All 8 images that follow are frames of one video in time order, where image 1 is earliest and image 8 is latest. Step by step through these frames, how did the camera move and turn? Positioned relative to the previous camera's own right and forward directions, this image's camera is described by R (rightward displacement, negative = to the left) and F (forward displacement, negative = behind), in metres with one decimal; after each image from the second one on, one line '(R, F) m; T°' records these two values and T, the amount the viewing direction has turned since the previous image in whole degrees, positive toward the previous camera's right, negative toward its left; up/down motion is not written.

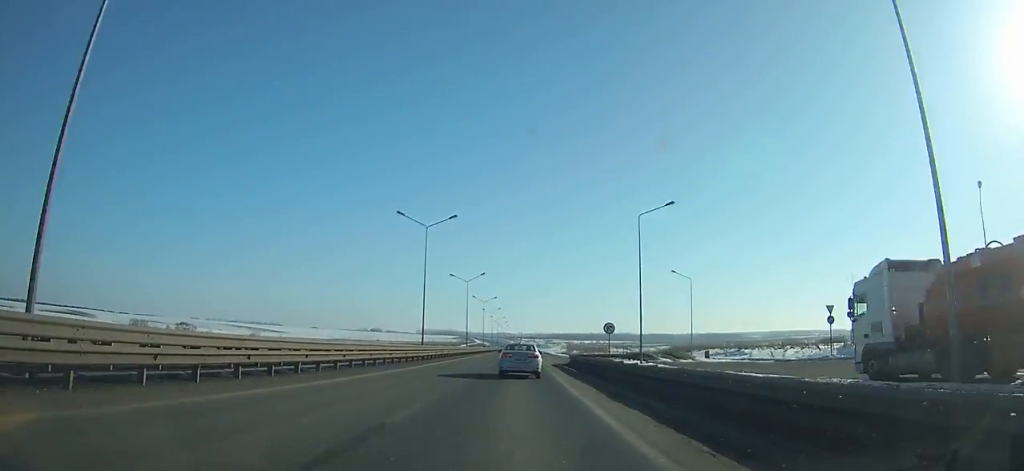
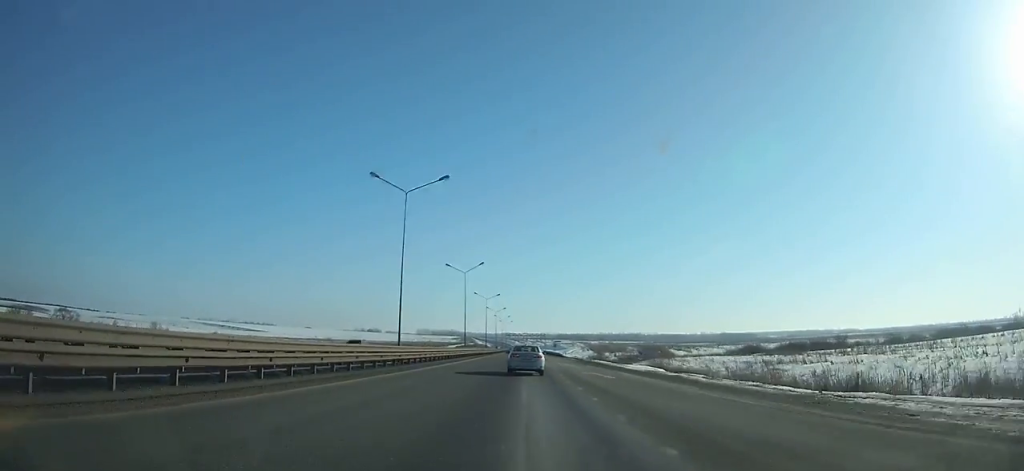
(+0.1, +91.4) m; 0°
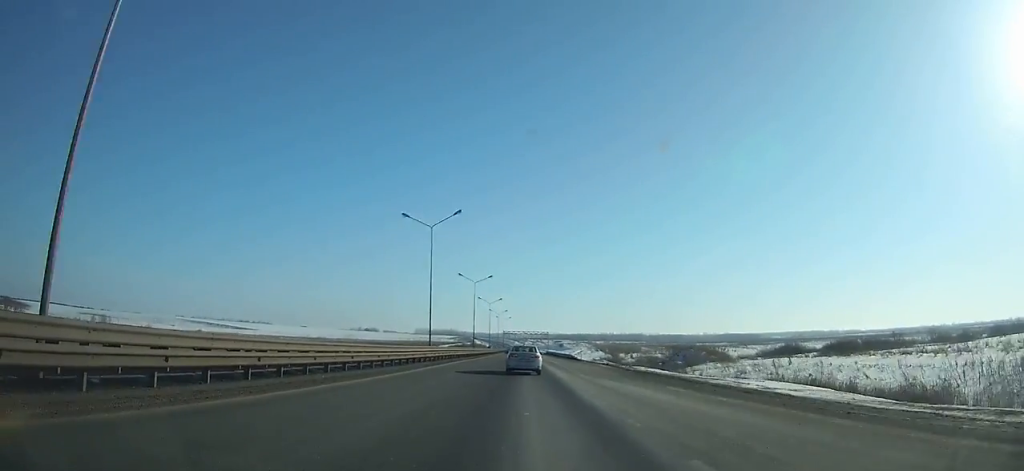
(0.0, +28.7) m; 0°
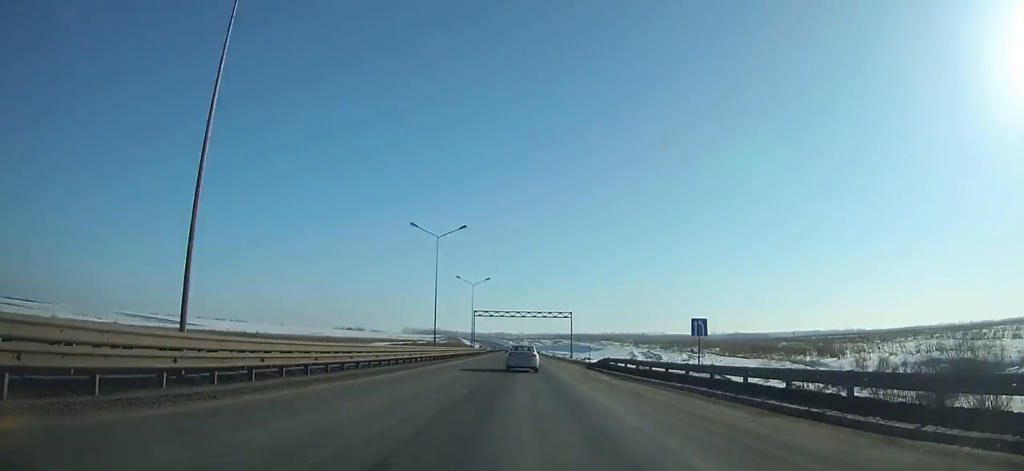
(+0.2, +114.2) m; 0°
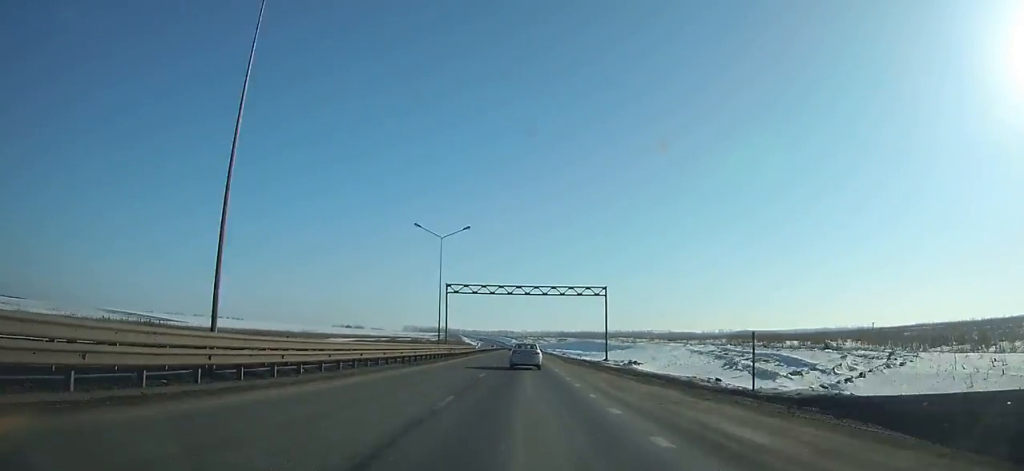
(0.0, +38.3) m; 0°
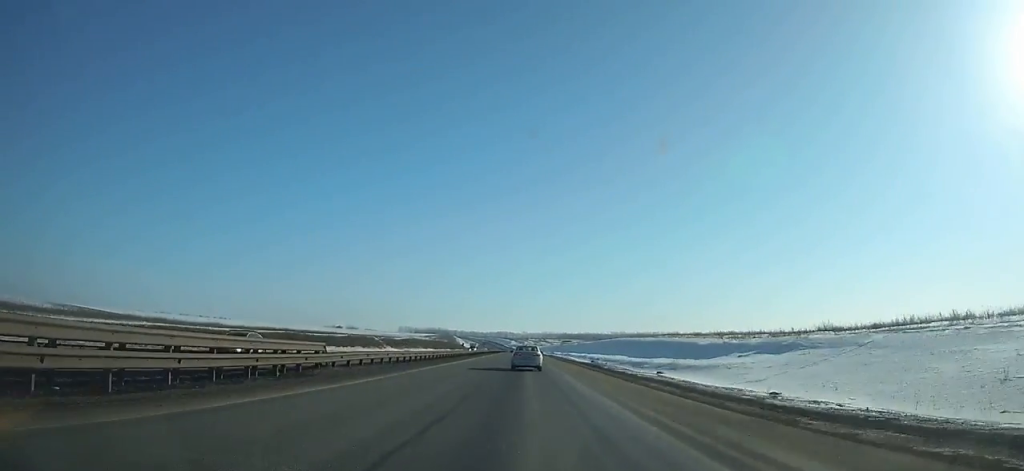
(-0.1, +72.3) m; 0°
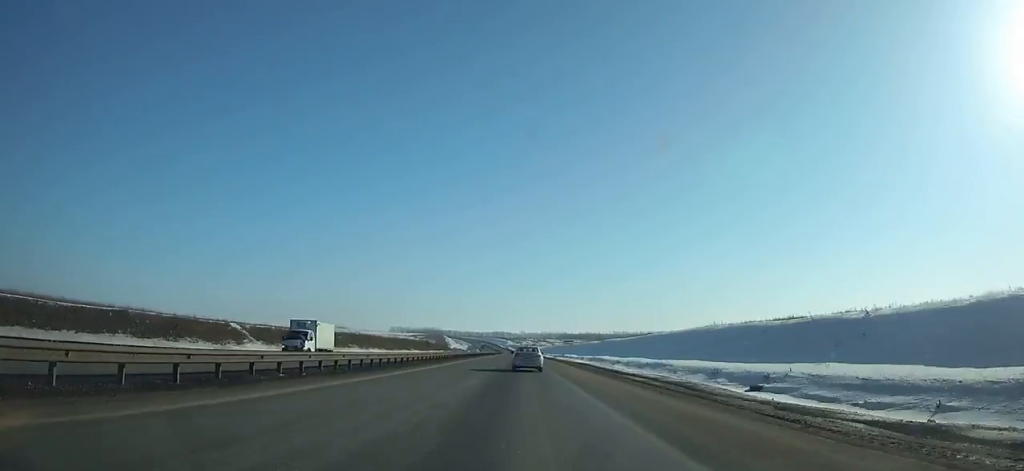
(0.0, +74.5) m; 0°
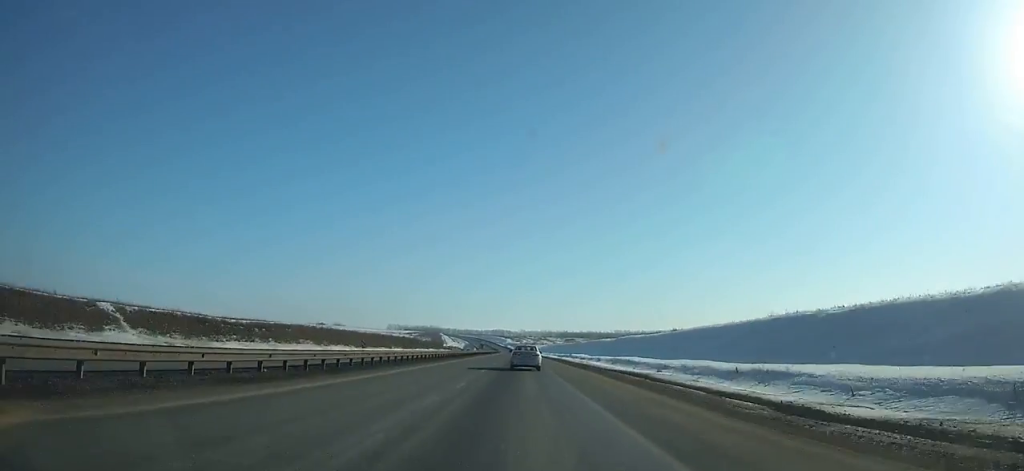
(0.0, +27.0) m; 0°
